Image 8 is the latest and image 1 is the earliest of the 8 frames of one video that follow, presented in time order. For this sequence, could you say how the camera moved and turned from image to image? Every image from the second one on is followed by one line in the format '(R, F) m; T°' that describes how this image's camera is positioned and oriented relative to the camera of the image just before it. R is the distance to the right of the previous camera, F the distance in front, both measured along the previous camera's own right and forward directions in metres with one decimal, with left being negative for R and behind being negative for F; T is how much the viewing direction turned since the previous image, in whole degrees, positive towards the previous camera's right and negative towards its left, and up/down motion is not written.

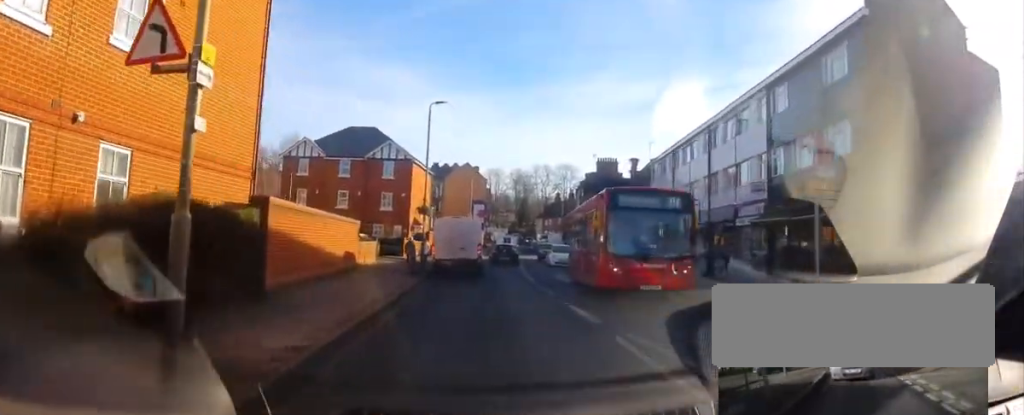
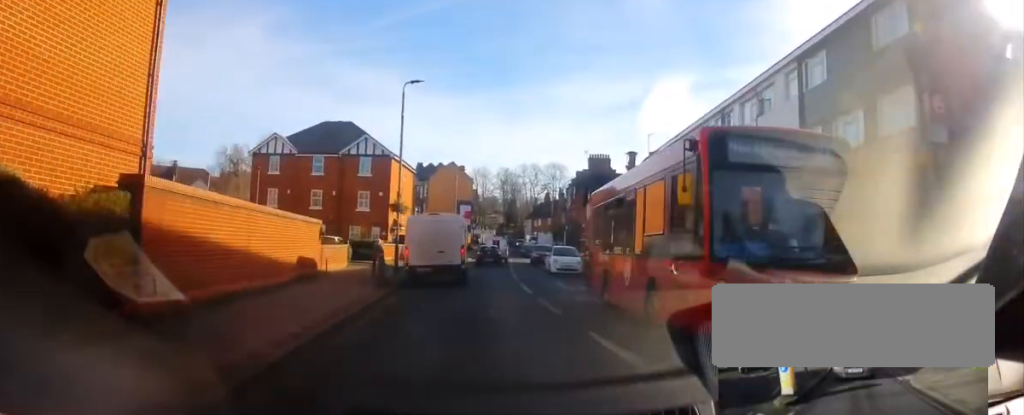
(+0.3, +4.5) m; +1°
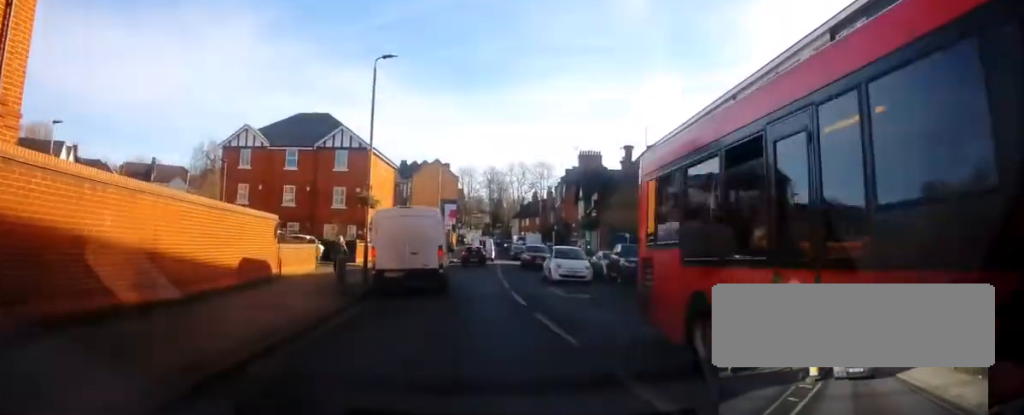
(+0.1, +3.6) m; 0°
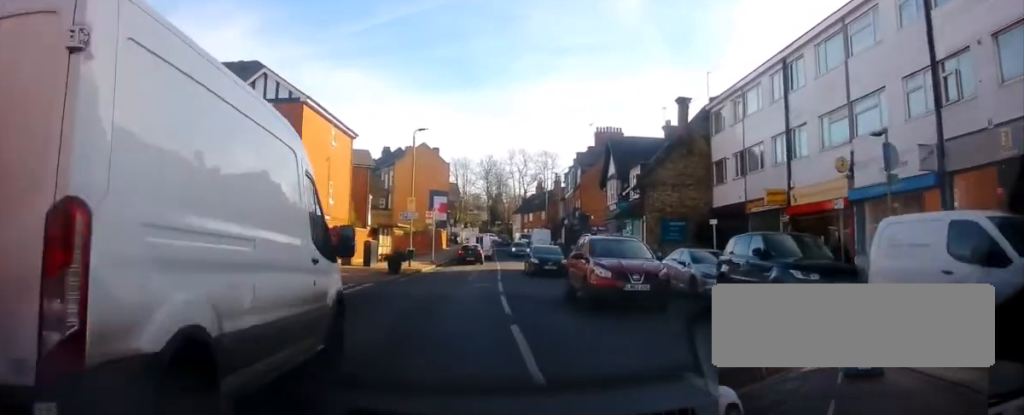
(-0.4, +15.2) m; -3°
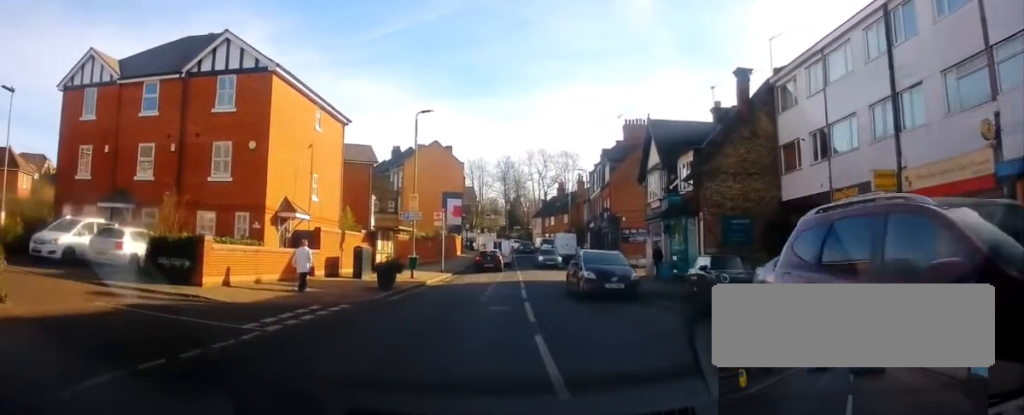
(-0.1, +6.3) m; -2°
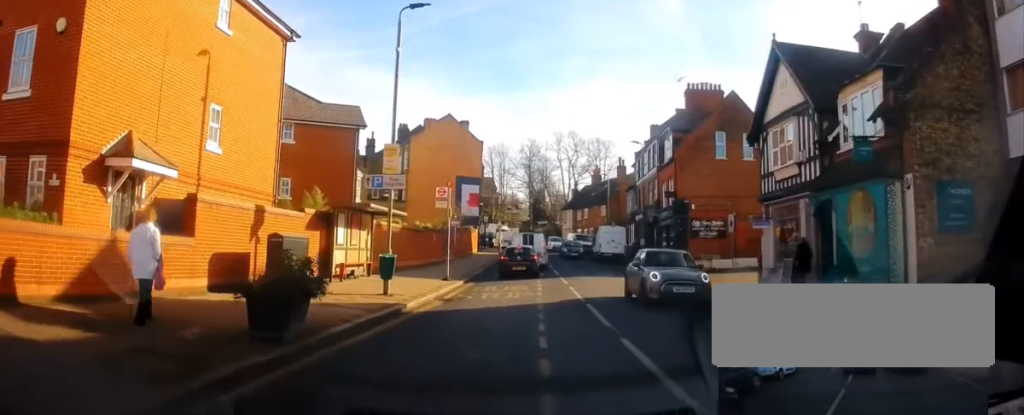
(-0.3, +13.1) m; -1°
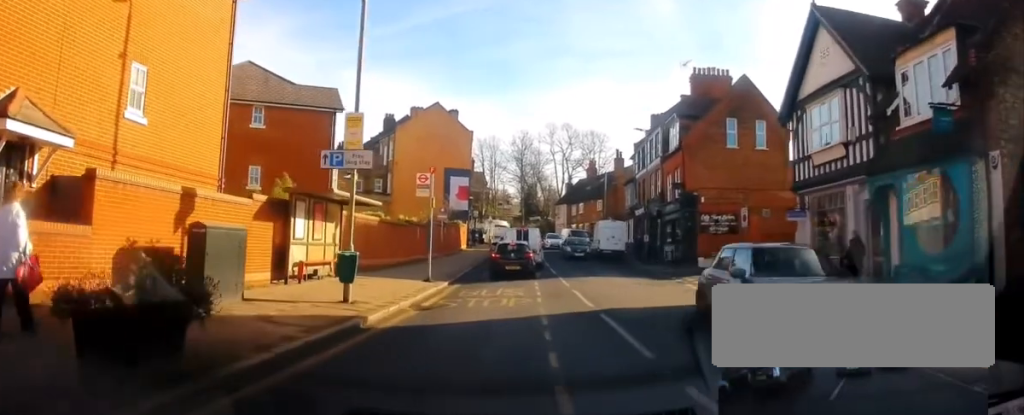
(+0.1, +3.7) m; +1°
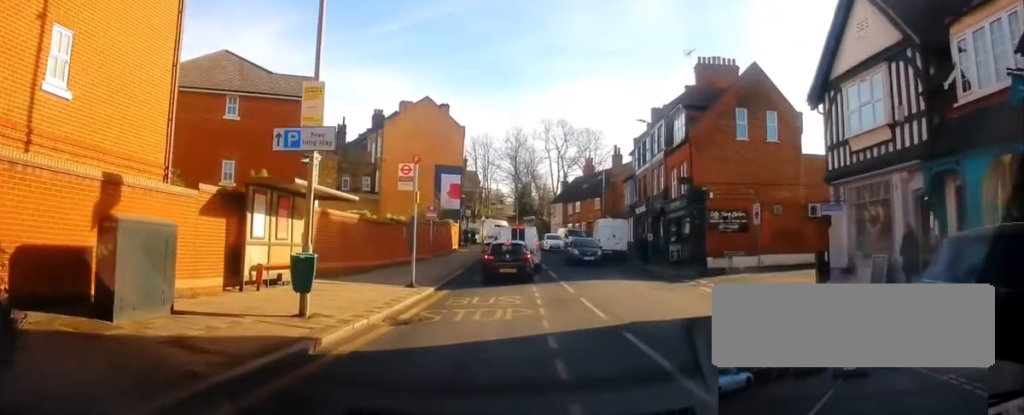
(-0.2, +2.9) m; 0°
